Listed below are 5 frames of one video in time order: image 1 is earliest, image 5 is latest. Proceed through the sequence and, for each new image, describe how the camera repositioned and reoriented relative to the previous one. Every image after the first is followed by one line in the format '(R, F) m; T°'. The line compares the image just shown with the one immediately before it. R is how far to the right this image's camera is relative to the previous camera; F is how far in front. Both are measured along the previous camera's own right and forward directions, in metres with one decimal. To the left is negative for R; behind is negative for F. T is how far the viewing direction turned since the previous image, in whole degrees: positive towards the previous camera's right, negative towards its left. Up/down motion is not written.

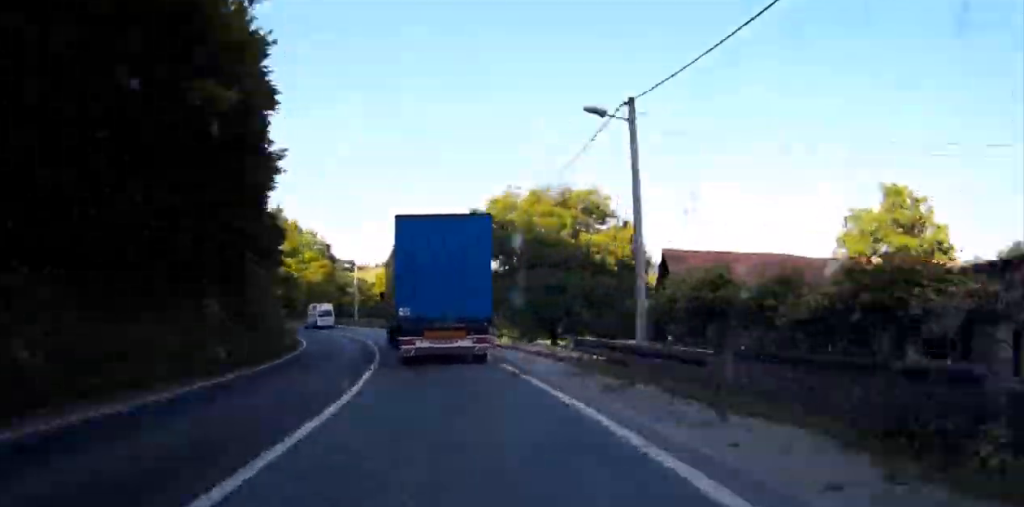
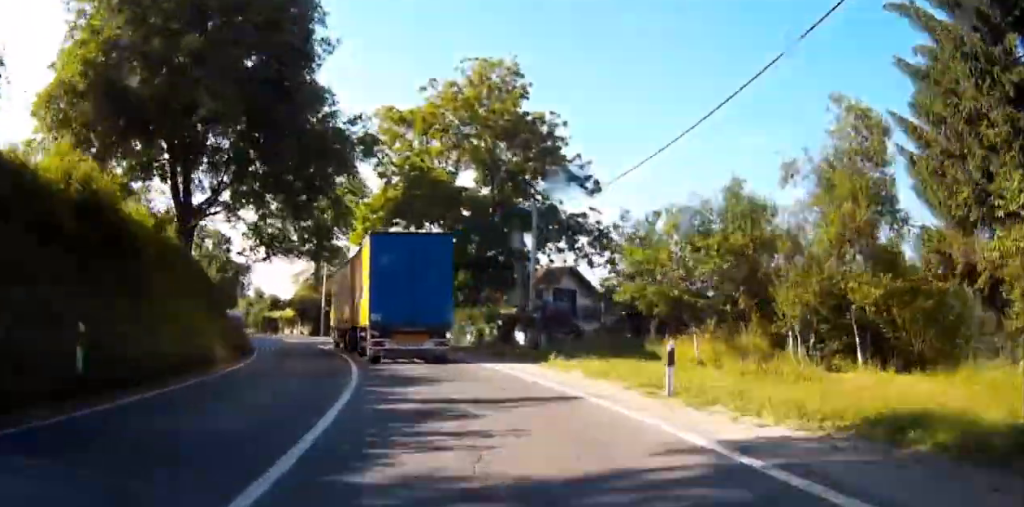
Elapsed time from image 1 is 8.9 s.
(-41.2, +114.9) m; -45°
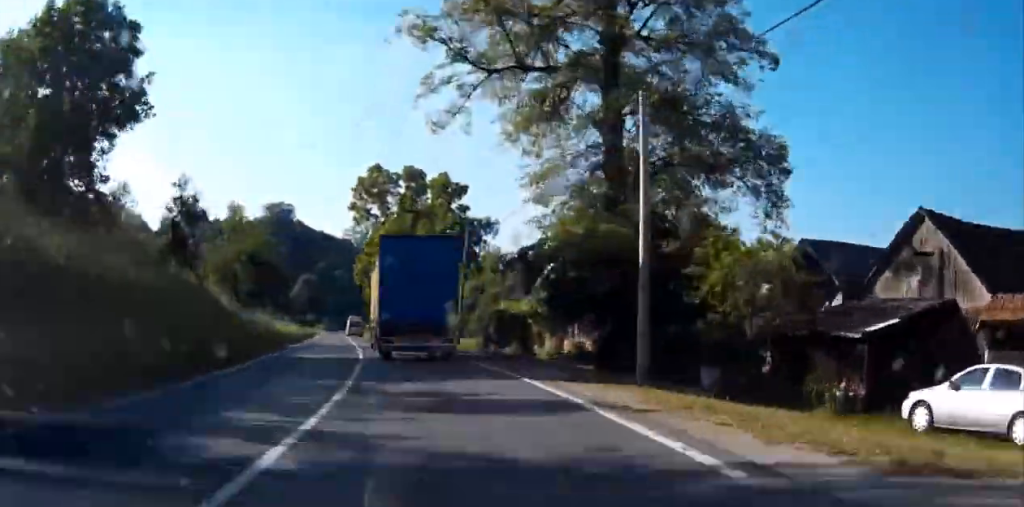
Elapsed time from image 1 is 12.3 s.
(-7.8, +46.9) m; -17°
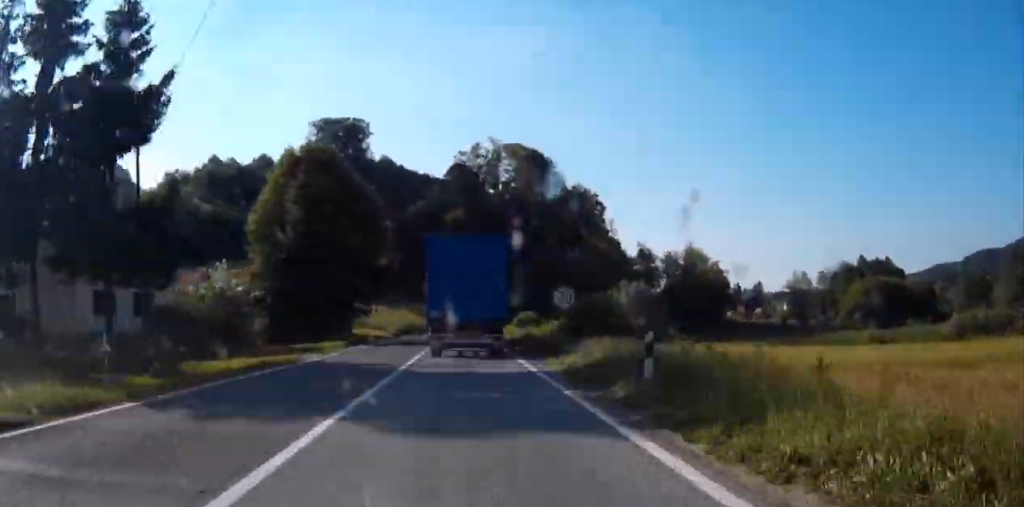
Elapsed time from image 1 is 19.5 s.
(-27.7, +97.6) m; -28°
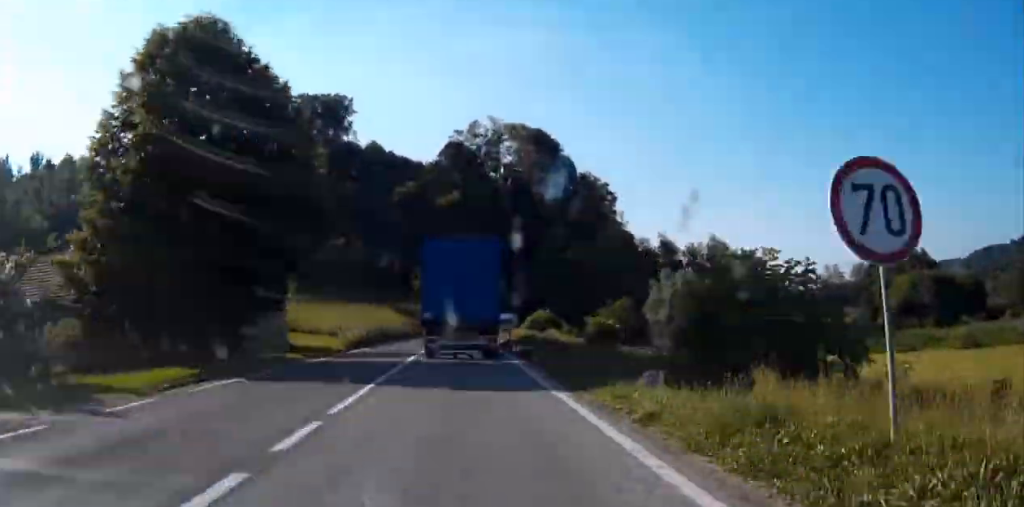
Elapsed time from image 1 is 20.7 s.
(-8.3, +15.5) m; +3°
